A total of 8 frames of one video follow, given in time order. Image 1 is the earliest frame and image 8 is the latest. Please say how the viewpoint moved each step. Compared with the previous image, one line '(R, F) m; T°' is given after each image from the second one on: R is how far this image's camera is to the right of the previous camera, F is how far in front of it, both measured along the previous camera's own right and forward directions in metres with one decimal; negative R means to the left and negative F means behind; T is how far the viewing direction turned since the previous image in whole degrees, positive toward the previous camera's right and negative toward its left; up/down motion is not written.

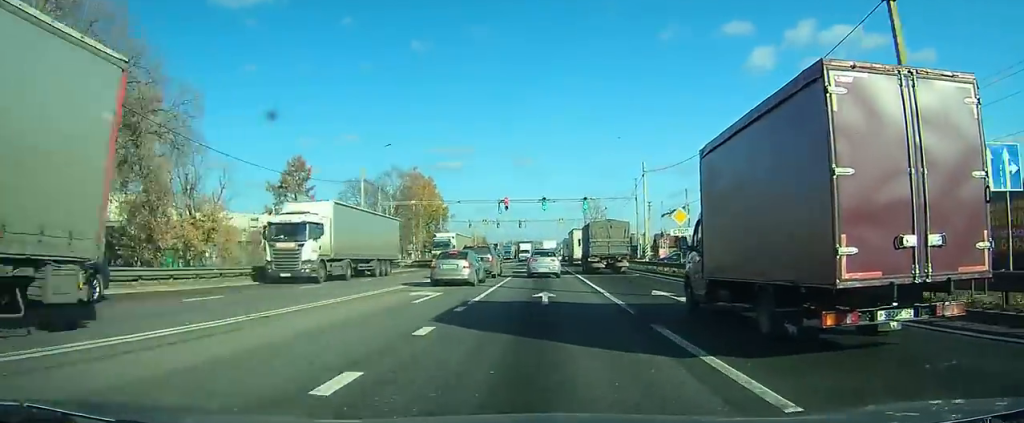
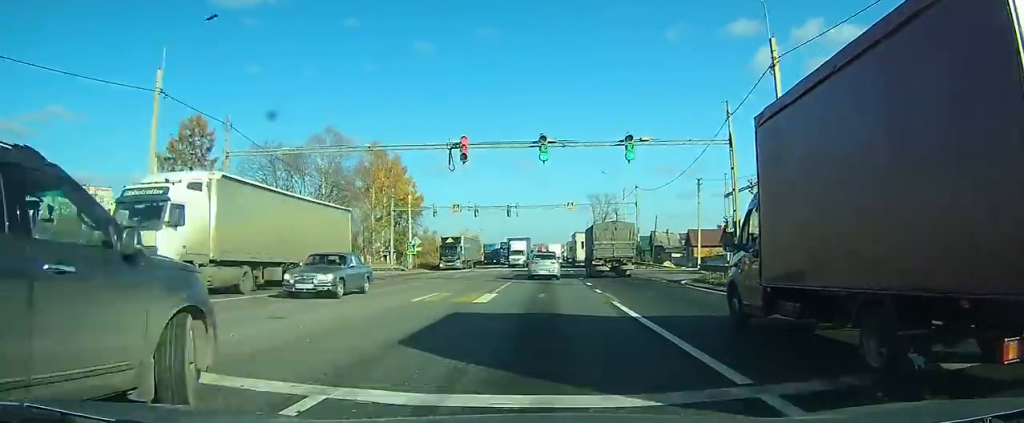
(-0.4, +29.8) m; -1°
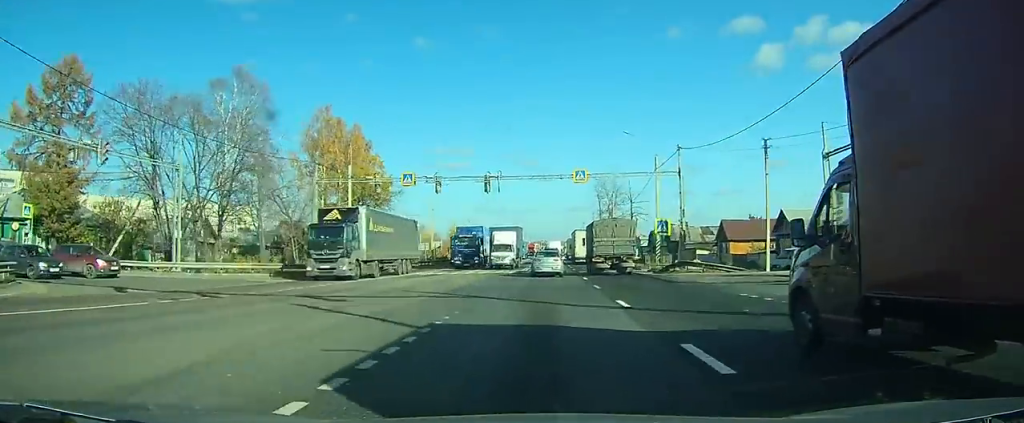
(-0.1, +21.4) m; 0°
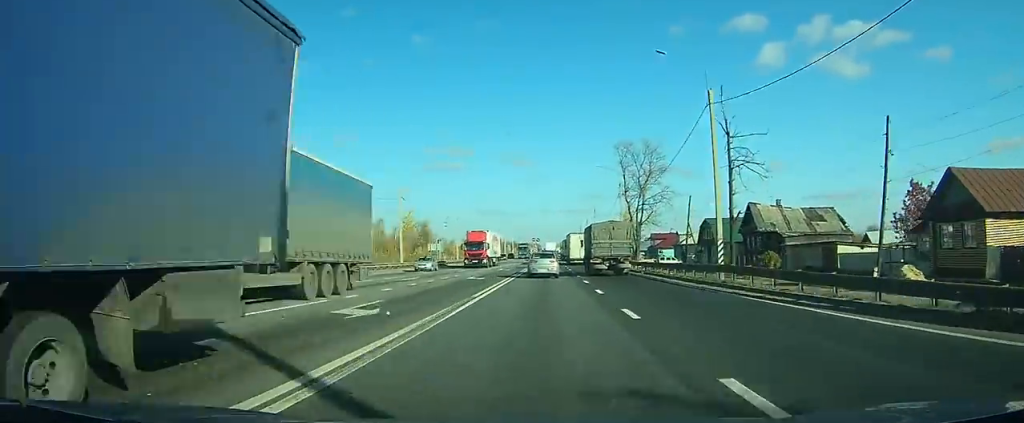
(+0.4, +50.1) m; +1°
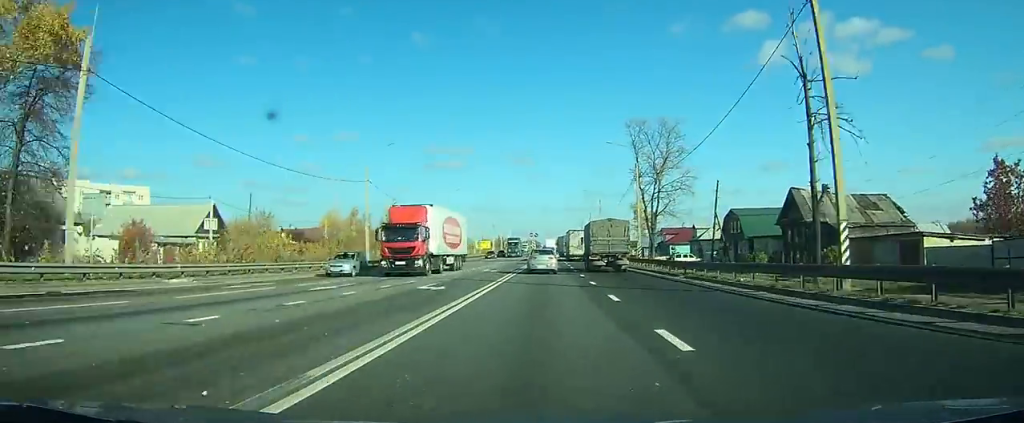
(+0.1, +12.1) m; 0°
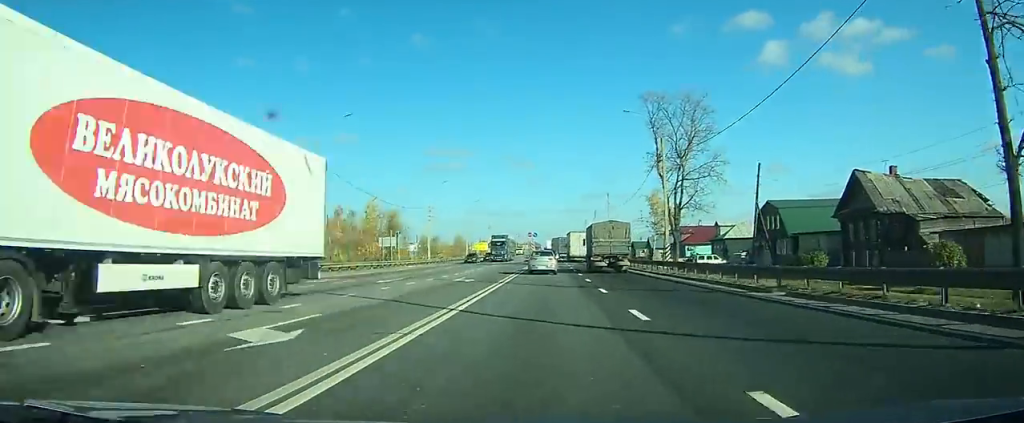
(0.0, +12.1) m; 0°
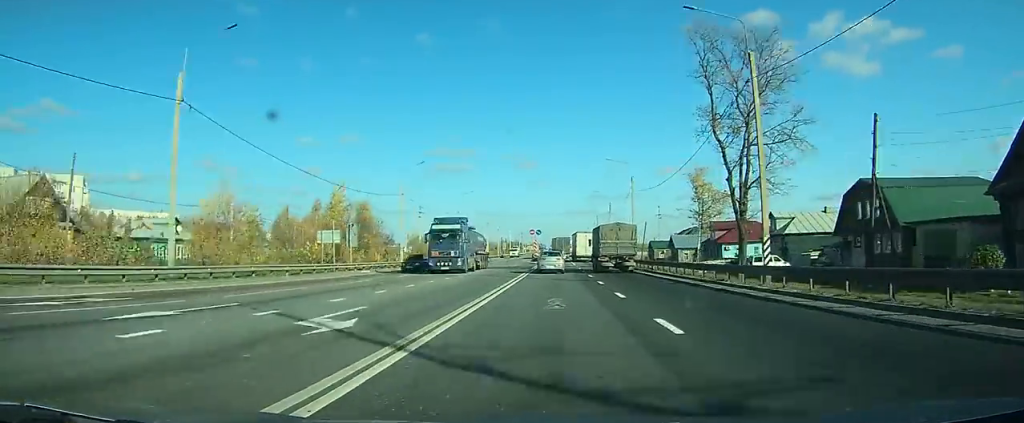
(+0.1, +17.5) m; 0°
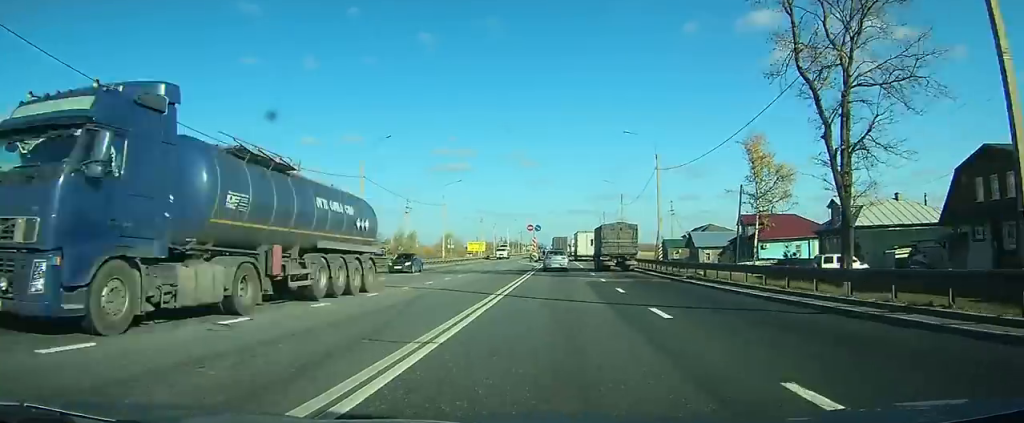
(0.0, +14.0) m; 0°
